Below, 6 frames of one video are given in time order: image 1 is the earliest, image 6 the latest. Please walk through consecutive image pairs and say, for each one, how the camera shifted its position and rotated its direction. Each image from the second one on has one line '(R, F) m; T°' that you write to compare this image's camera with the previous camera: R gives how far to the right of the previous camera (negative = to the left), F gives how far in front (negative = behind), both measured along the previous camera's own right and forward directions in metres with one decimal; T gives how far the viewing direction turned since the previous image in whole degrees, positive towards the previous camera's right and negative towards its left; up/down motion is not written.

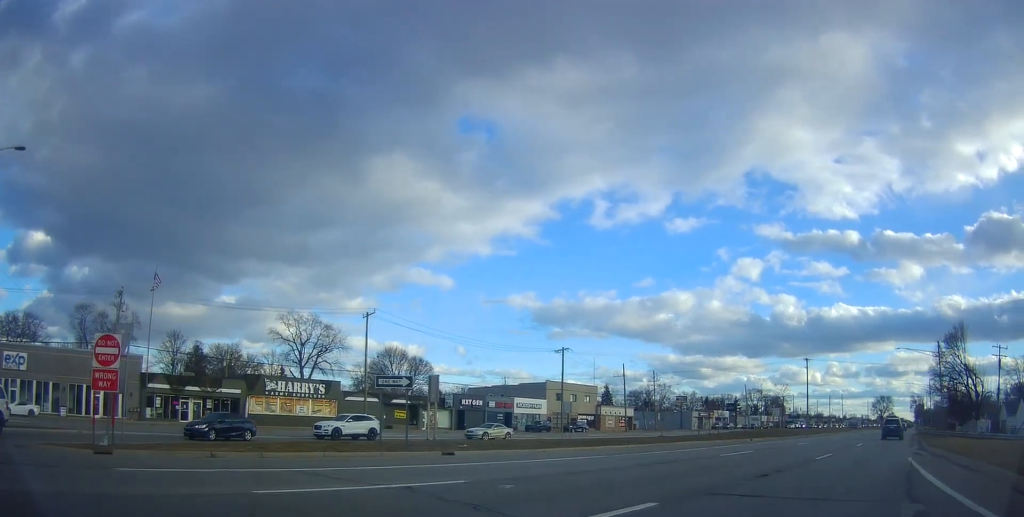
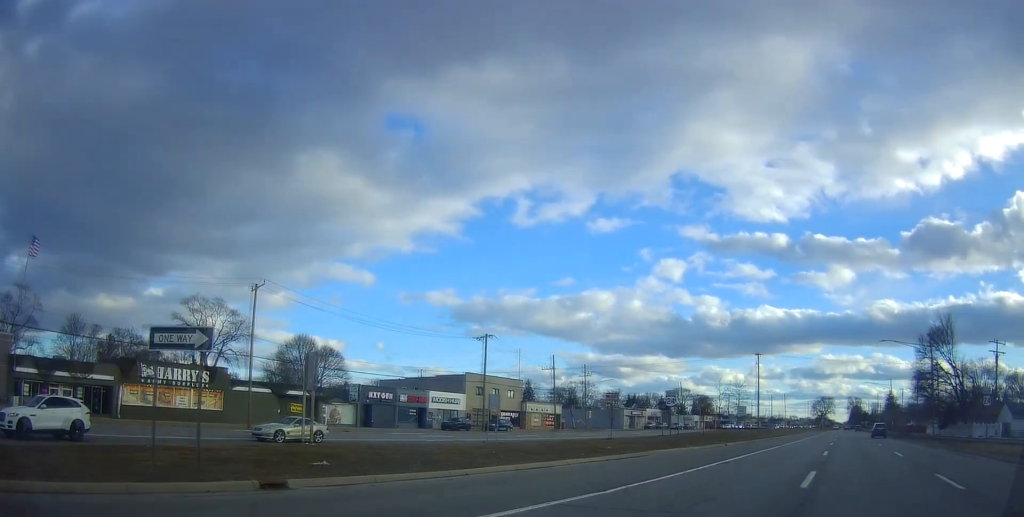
(+0.8, +8.8) m; +6°
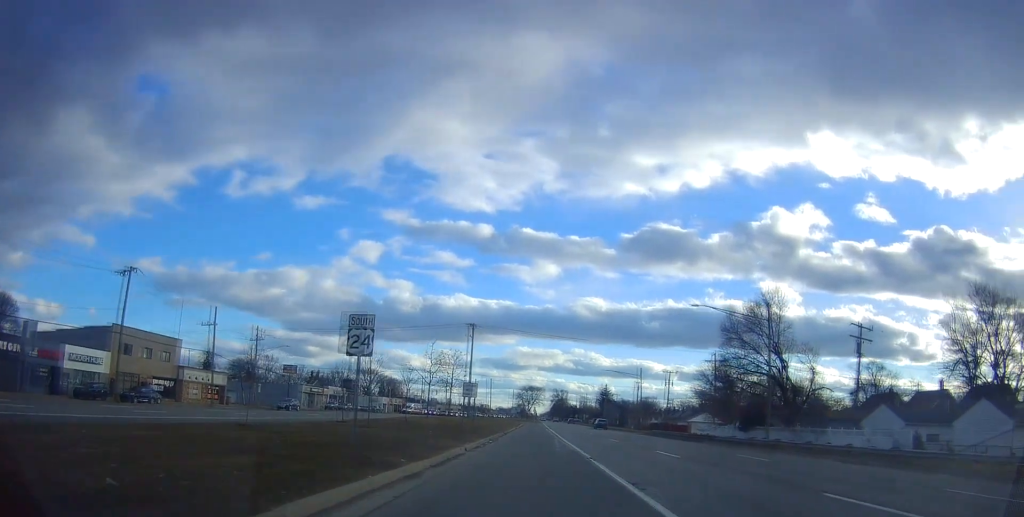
(+3.9, +18.4) m; +26°
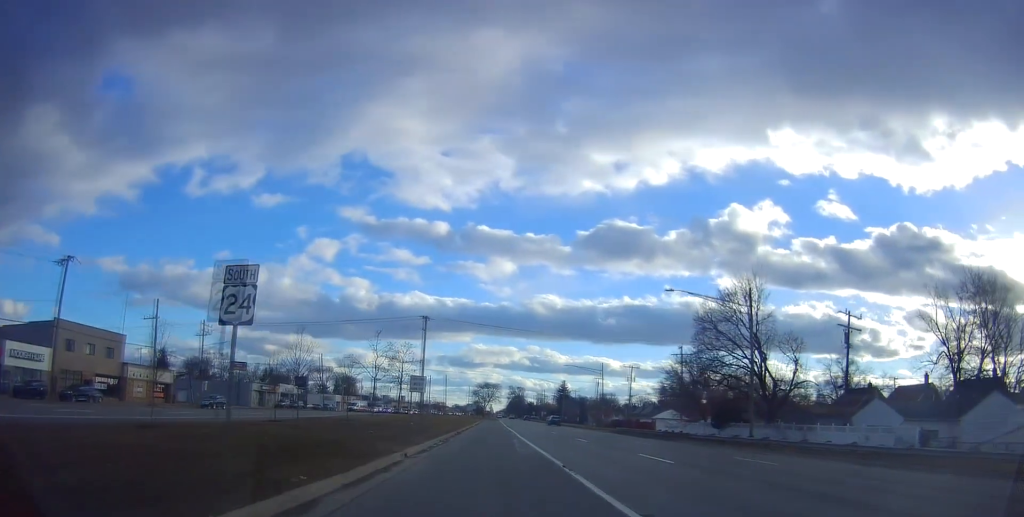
(0.0, +4.2) m; +4°
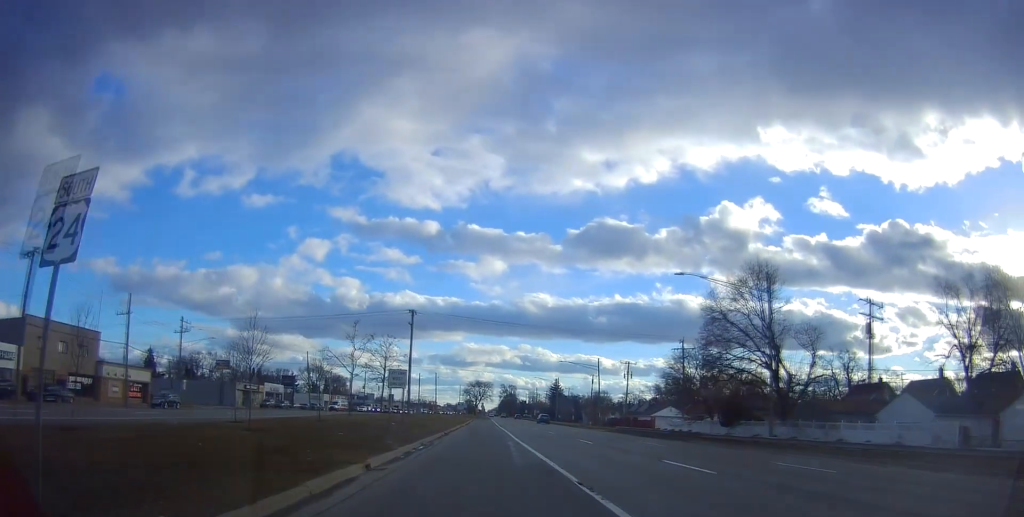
(+0.2, +4.0) m; +3°
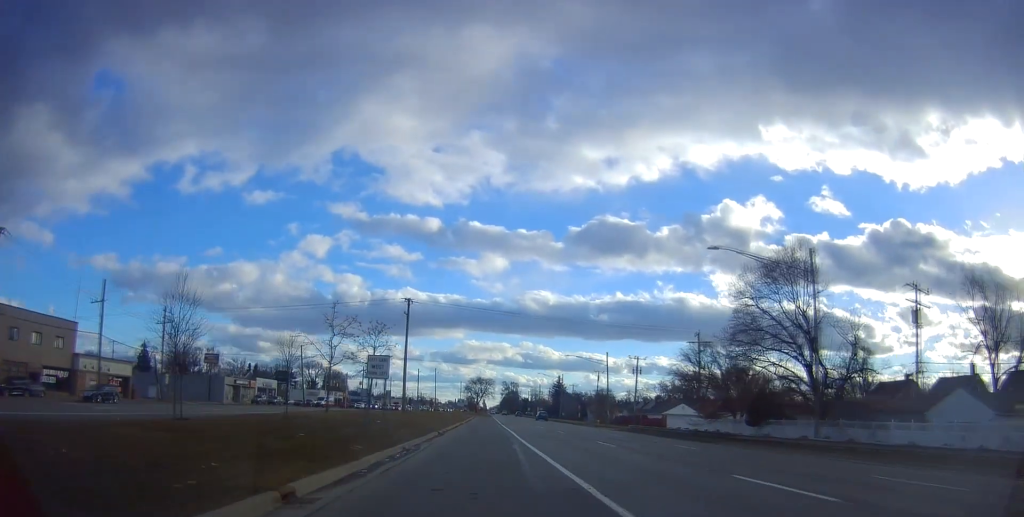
(+0.4, +5.2) m; +3°
